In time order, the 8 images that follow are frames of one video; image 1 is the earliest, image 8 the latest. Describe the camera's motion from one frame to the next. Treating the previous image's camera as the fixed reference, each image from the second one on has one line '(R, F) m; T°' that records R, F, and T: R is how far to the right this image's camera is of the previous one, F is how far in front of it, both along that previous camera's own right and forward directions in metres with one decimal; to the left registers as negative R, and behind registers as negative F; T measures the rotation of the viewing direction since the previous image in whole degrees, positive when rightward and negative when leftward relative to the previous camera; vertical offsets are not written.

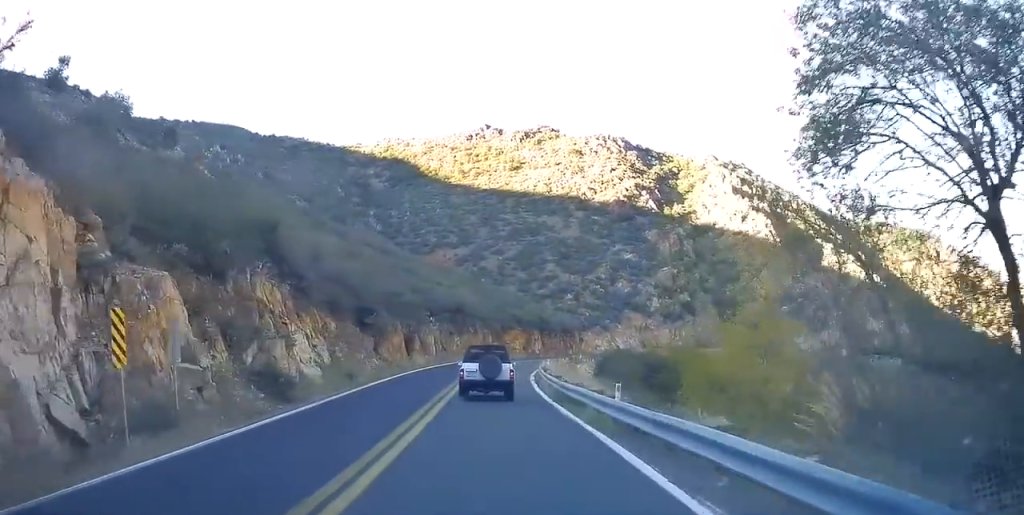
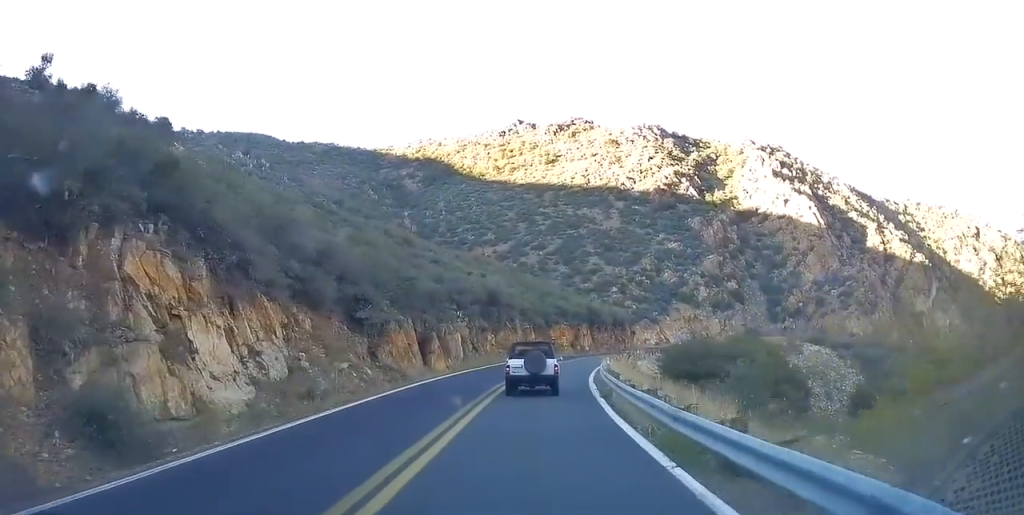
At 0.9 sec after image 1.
(-0.4, +10.5) m; -4°
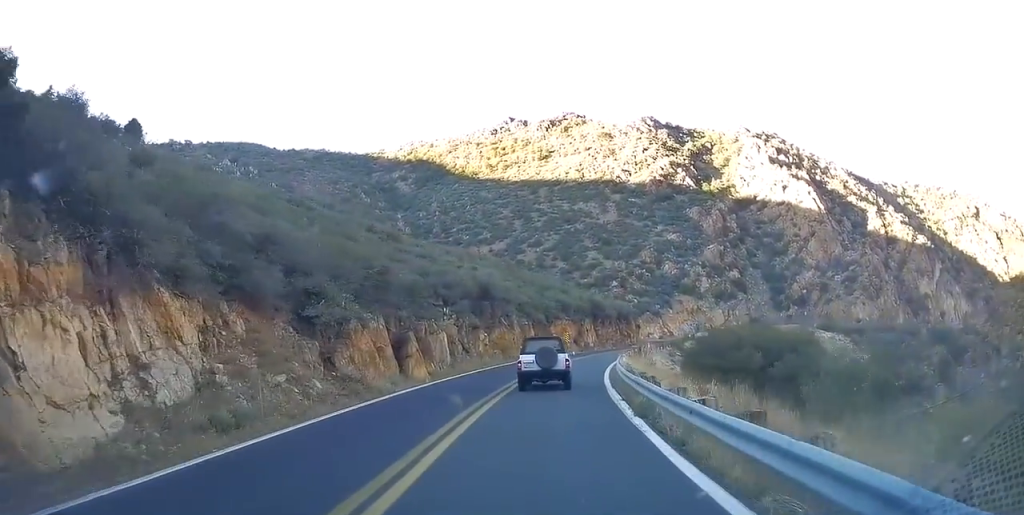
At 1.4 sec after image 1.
(-0.2, +6.3) m; 0°
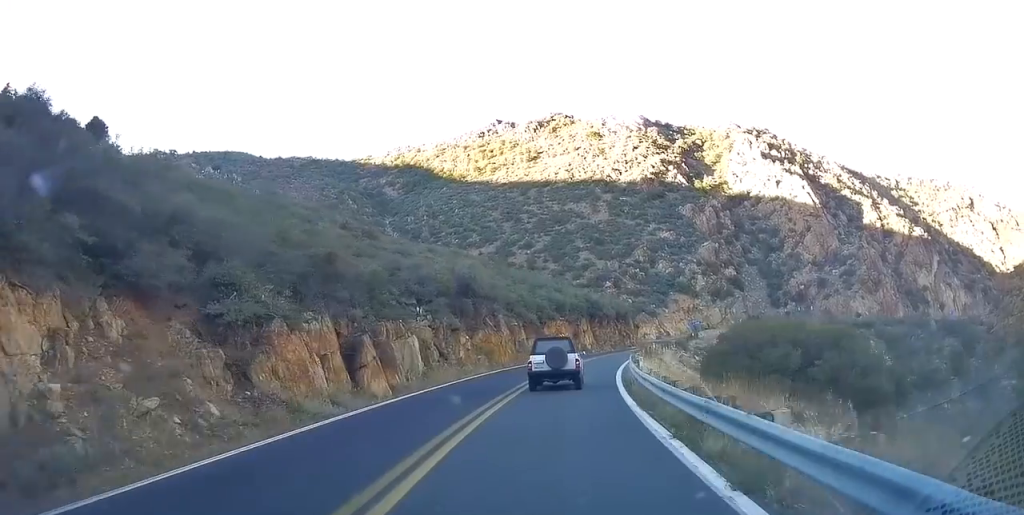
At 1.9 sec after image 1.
(-0.2, +6.3) m; 0°
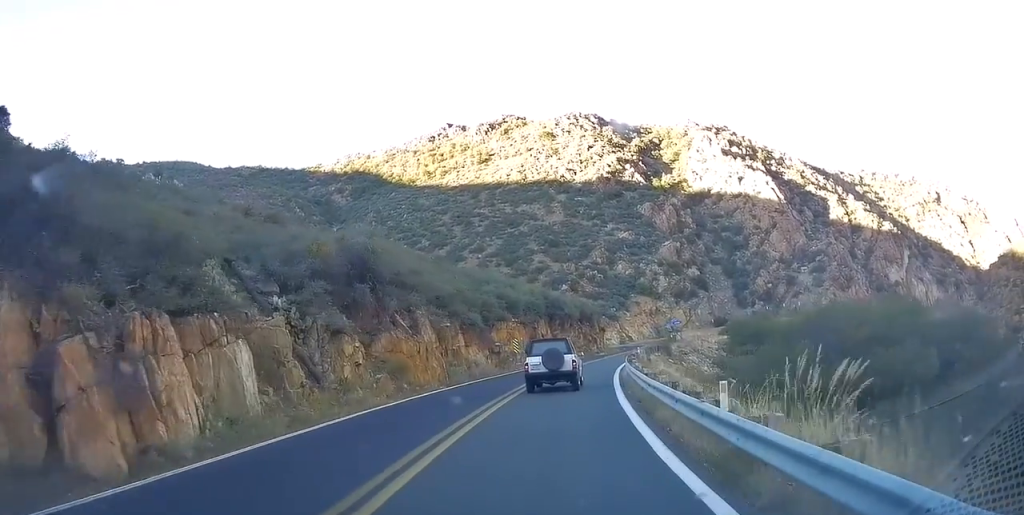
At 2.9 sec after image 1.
(+0.5, +13.7) m; +4°
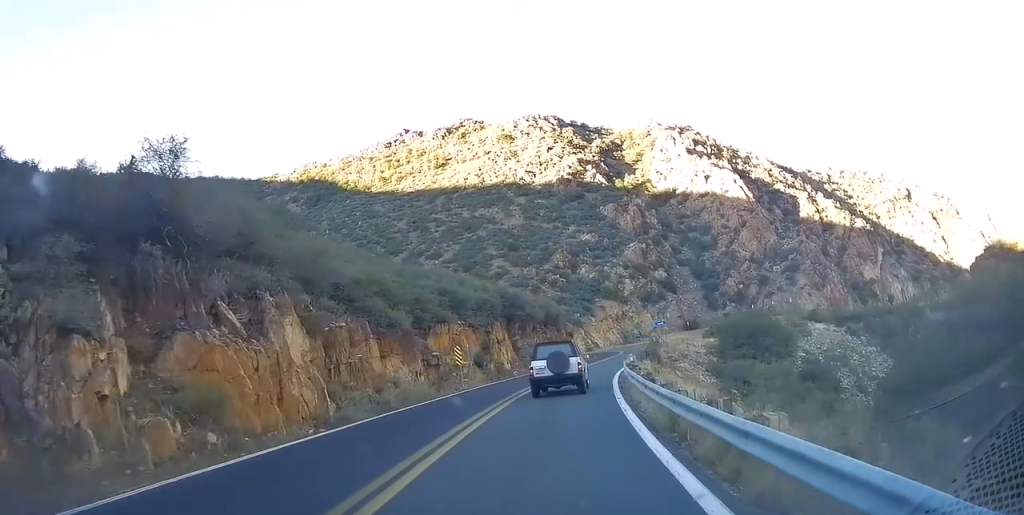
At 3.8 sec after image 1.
(+0.3, +11.8) m; +3°
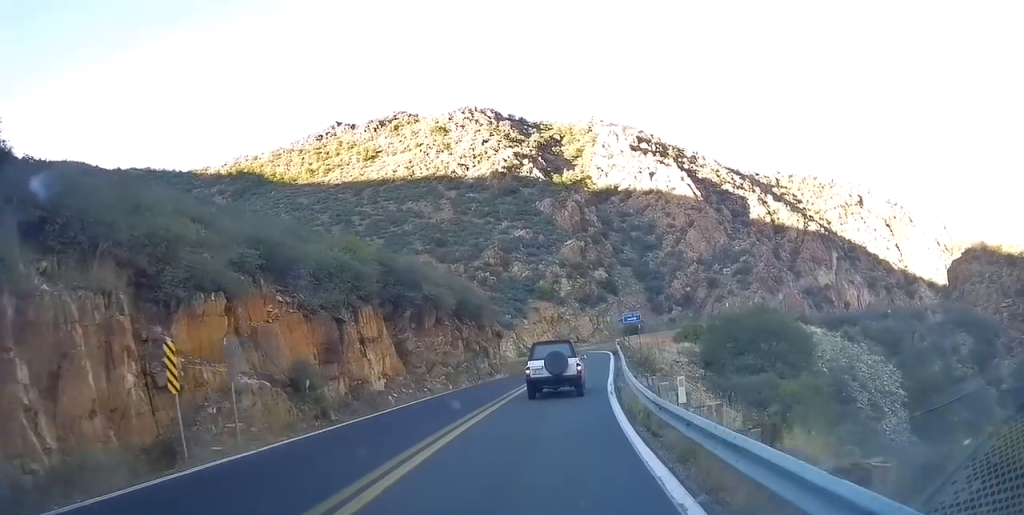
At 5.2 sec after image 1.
(+1.6, +20.1) m; +10°
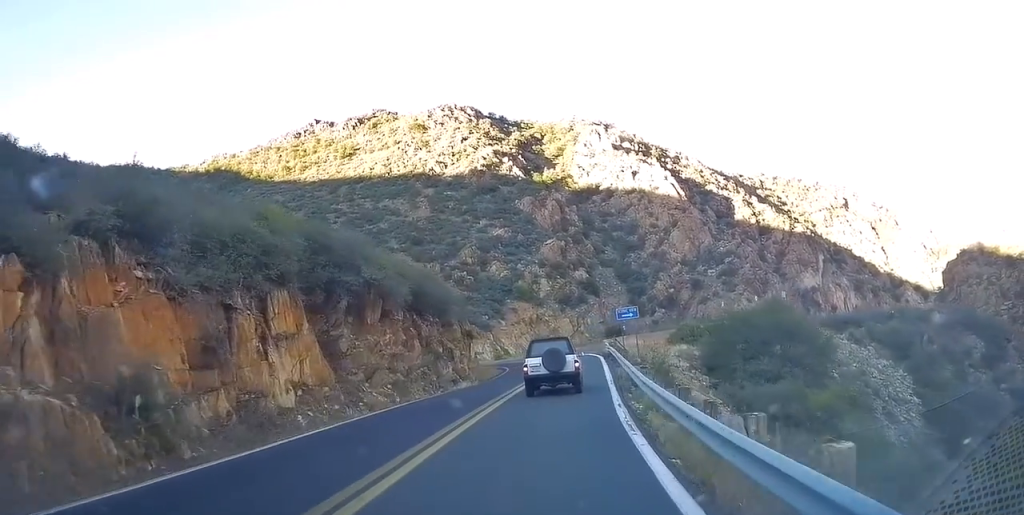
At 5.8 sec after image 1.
(+0.4, +7.6) m; +3°
